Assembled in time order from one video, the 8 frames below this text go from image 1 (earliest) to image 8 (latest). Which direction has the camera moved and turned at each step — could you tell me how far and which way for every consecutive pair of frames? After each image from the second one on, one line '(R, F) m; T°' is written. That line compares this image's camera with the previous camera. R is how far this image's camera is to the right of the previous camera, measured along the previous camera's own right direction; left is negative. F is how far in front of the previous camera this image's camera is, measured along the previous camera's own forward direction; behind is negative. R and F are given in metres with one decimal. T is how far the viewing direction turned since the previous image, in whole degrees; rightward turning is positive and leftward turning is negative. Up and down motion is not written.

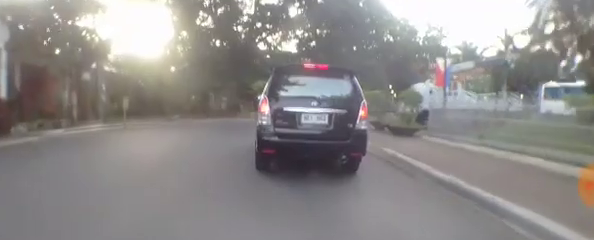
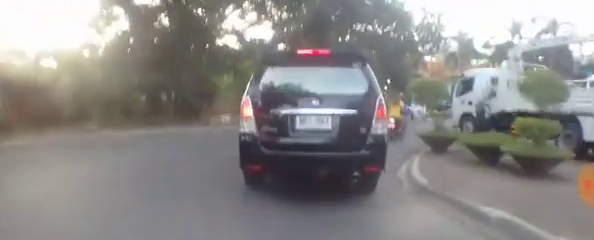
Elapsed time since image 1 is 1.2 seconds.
(+0.6, +6.1) m; +6°
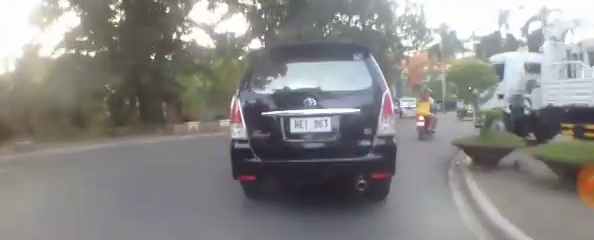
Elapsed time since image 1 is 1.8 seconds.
(0.0, +2.5) m; +1°
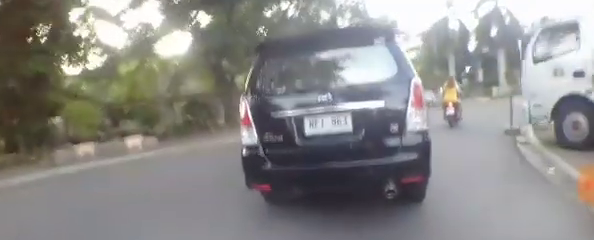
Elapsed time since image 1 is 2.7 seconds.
(+0.1, +3.6) m; +2°
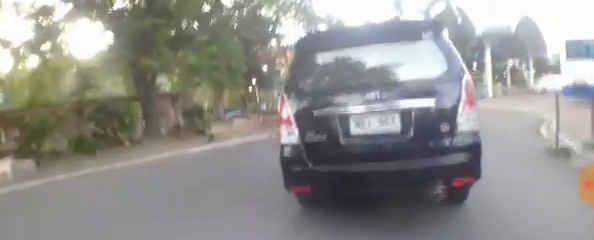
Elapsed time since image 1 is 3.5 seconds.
(0.0, +2.9) m; +6°
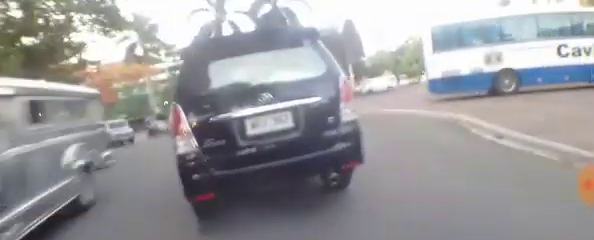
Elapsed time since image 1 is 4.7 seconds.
(+0.5, +3.9) m; +19°
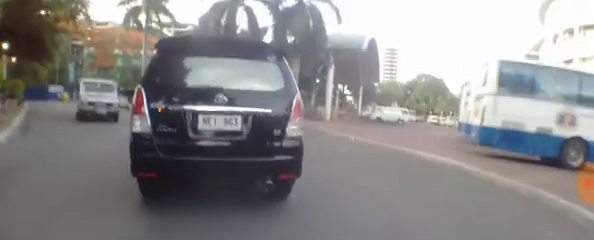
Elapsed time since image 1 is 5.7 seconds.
(+0.5, +3.4) m; +9°
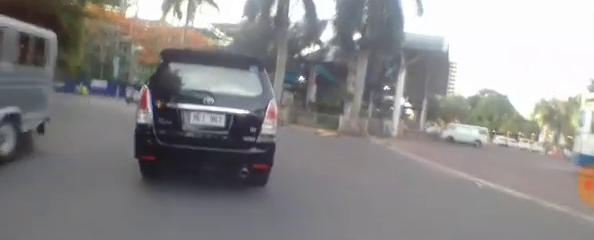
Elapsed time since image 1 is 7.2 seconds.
(+0.3, +6.1) m; +7°
